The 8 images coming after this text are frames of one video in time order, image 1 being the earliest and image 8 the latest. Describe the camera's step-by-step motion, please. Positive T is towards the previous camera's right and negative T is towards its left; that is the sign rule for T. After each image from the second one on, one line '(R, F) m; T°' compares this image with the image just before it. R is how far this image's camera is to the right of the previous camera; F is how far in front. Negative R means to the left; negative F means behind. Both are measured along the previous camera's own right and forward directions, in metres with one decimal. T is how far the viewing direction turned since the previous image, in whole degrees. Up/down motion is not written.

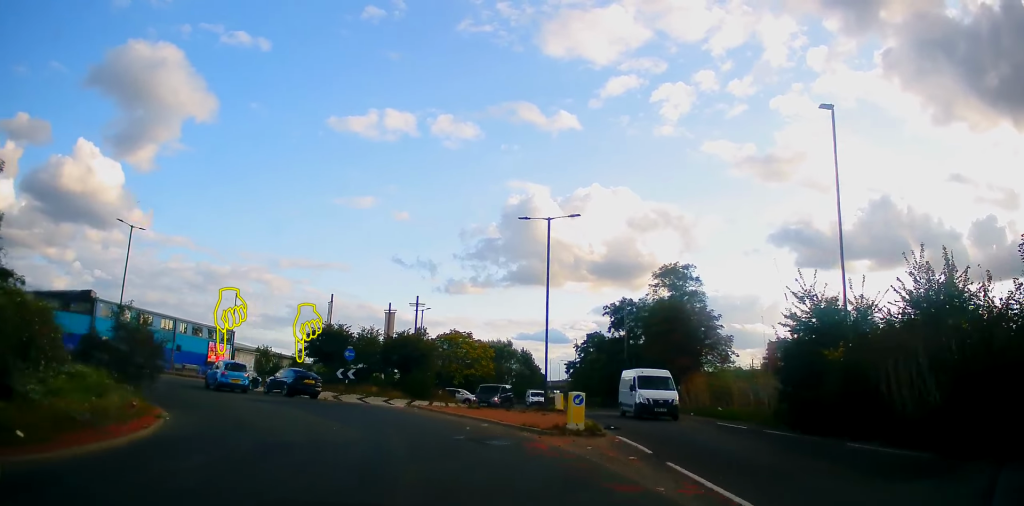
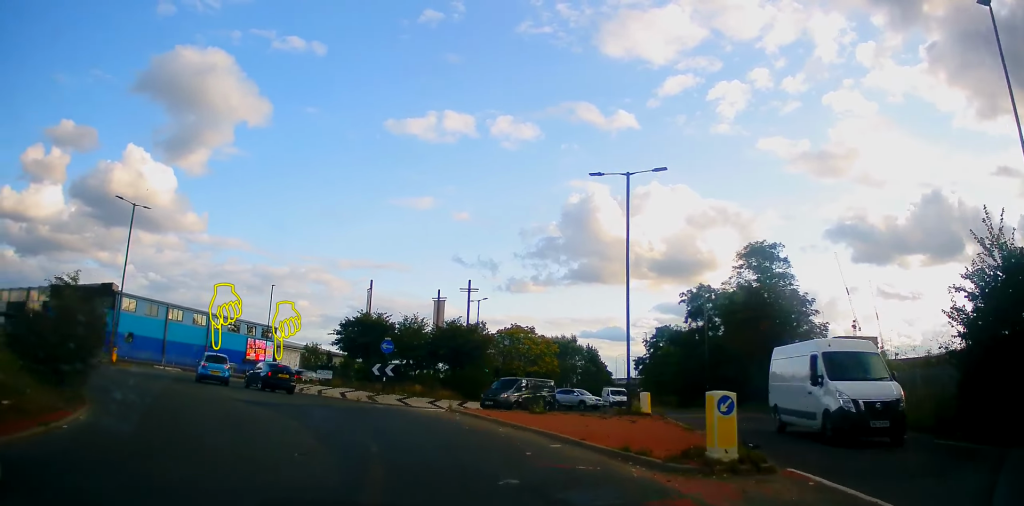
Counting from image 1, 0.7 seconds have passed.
(-0.3, +6.3) m; -5°
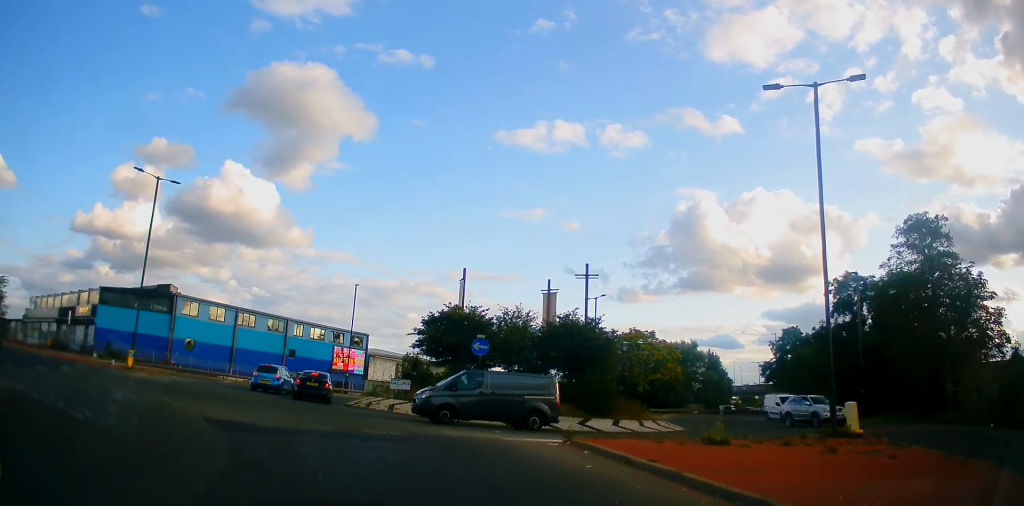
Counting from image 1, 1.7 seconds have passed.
(-0.6, +8.5) m; -12°
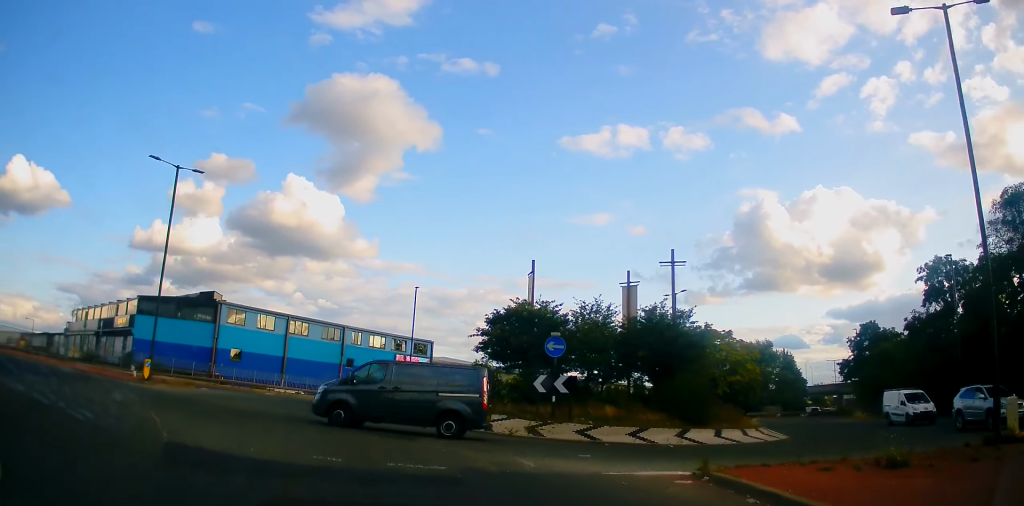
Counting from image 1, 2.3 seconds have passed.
(-0.7, +4.5) m; -8°
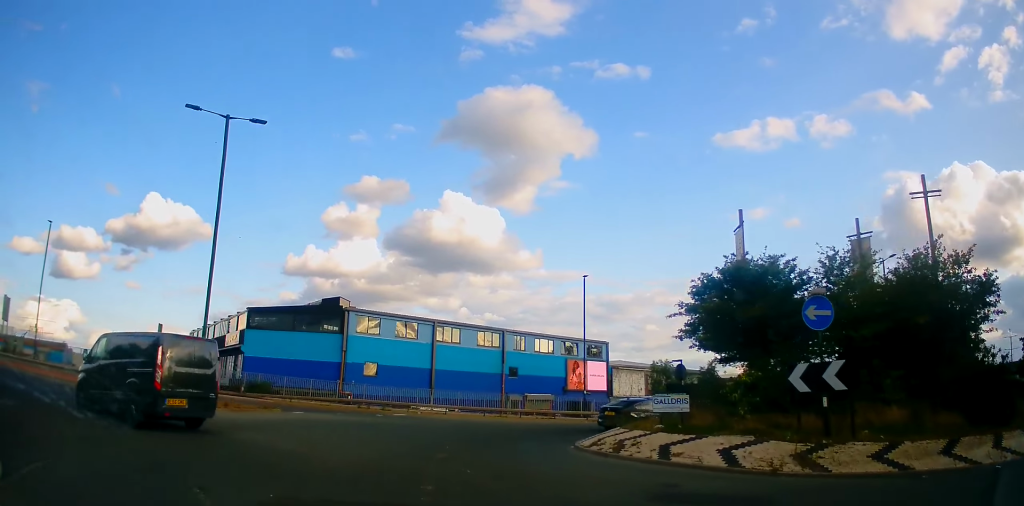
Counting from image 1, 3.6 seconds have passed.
(-1.2, +9.6) m; -11°
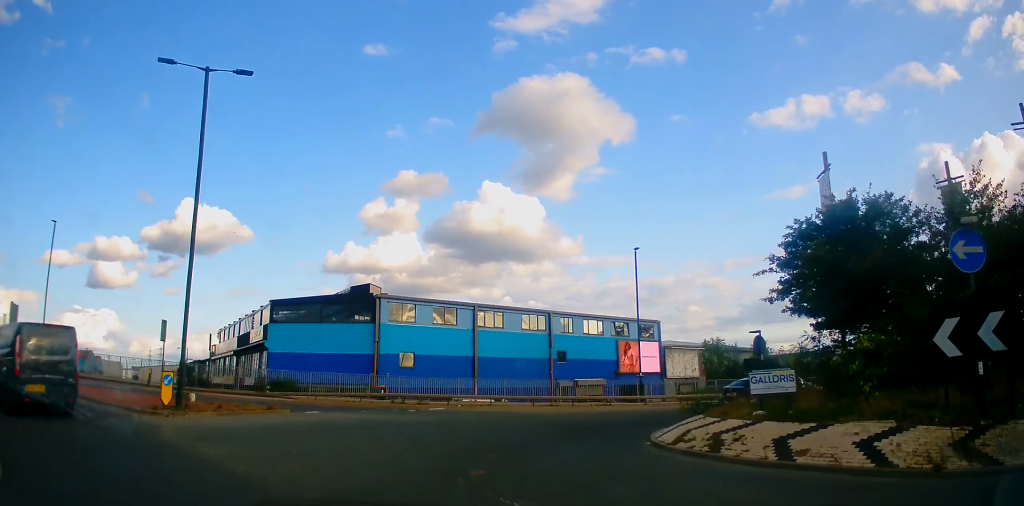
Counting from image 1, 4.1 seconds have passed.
(-0.1, +4.0) m; +2°
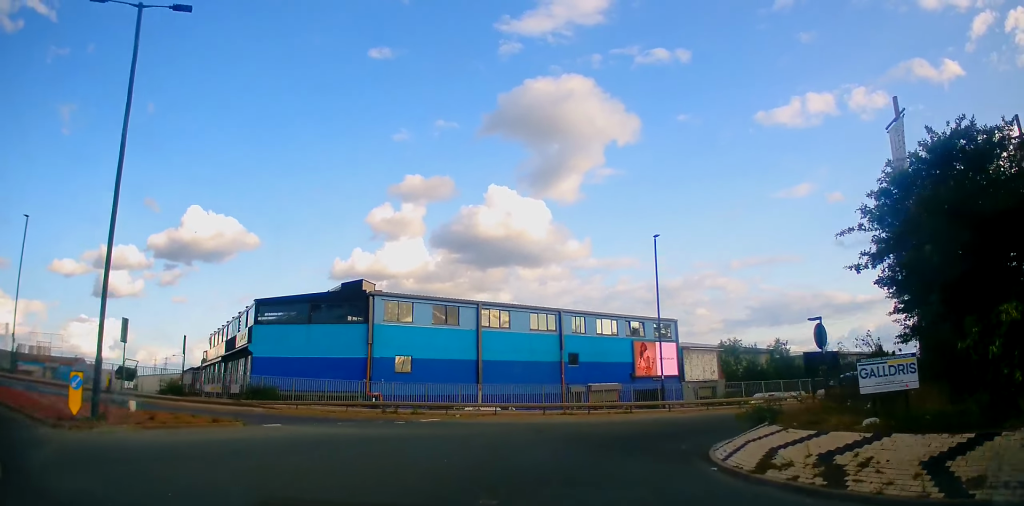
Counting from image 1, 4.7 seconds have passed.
(-0.2, +4.0) m; +2°
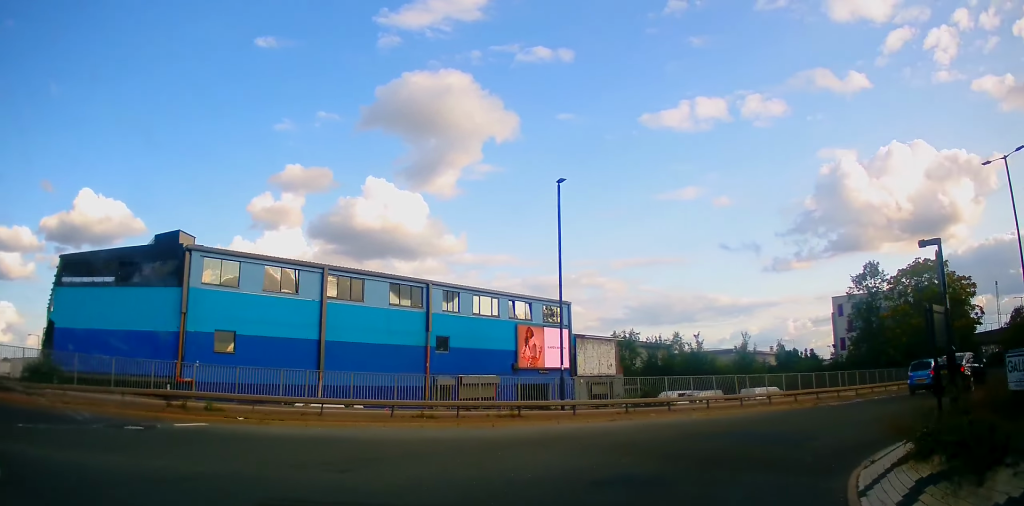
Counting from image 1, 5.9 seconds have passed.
(+1.5, +9.4) m; +22°
